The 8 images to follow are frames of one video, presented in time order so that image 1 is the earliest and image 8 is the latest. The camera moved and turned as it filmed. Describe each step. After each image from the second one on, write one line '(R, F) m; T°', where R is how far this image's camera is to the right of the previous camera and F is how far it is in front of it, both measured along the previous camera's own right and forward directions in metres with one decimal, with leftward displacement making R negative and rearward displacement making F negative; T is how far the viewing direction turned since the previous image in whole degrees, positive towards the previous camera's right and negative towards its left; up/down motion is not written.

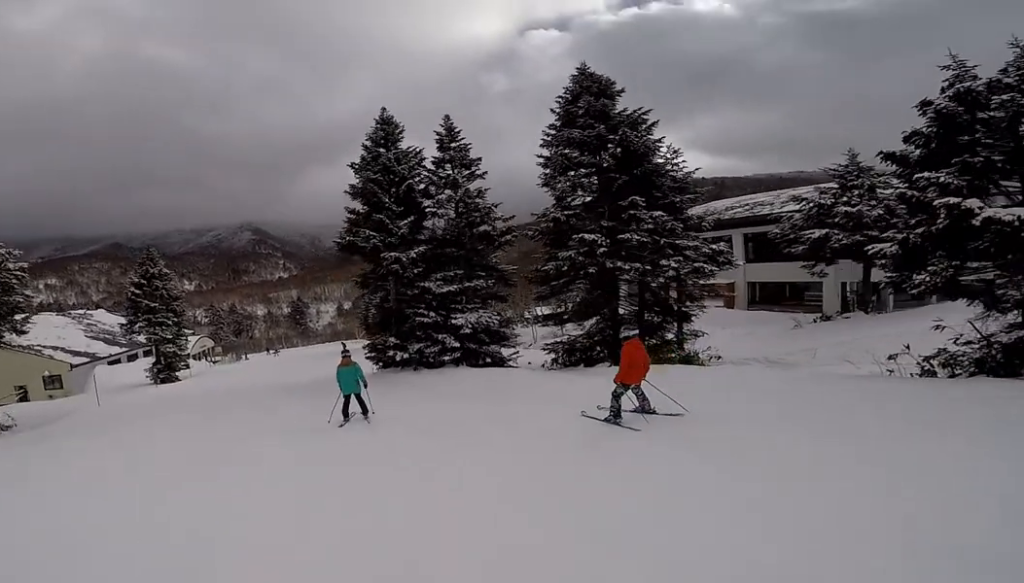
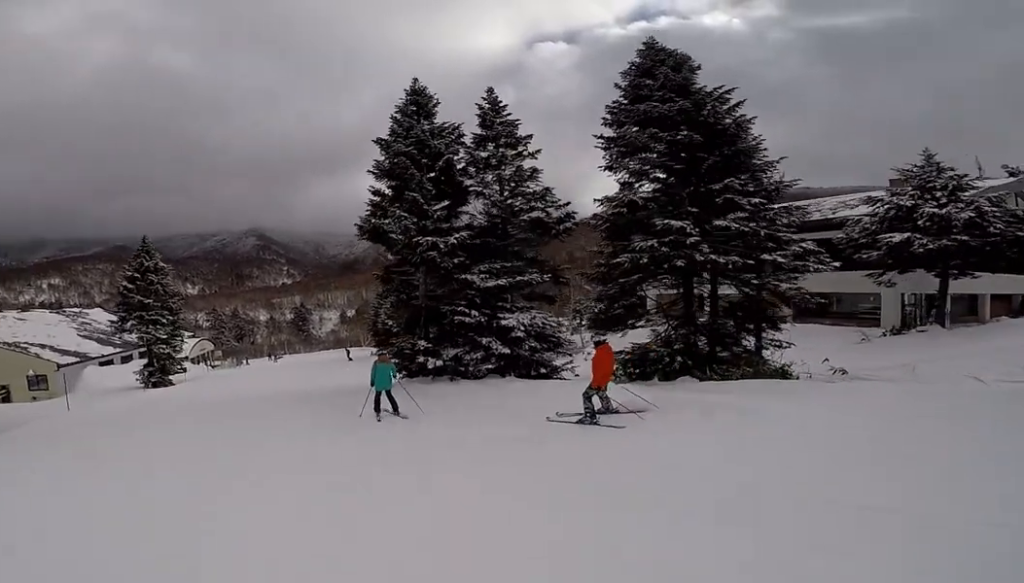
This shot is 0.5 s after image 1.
(-0.2, +3.6) m; -6°
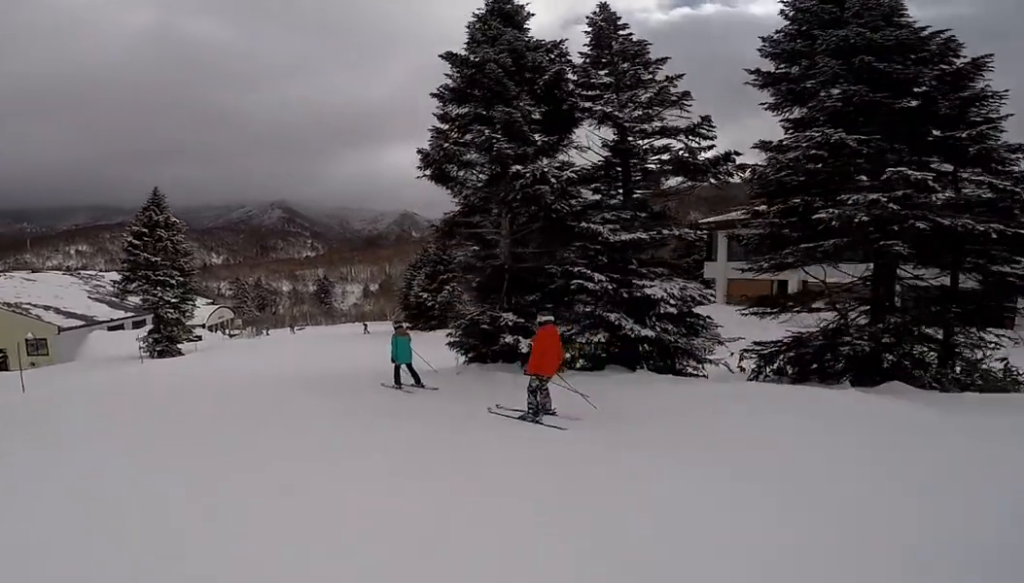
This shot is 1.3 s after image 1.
(-0.3, +4.7) m; -4°
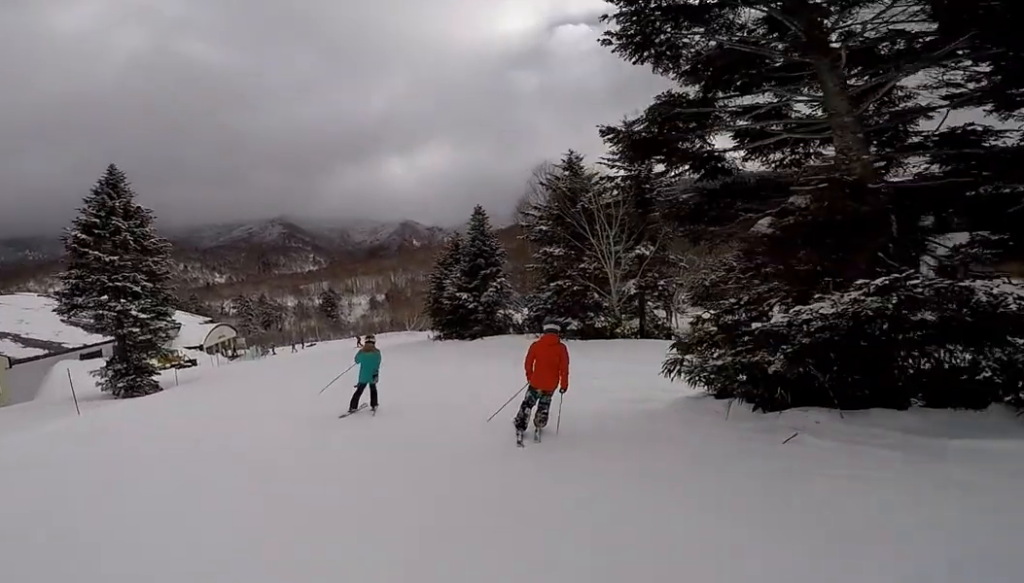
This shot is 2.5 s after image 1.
(0.0, +8.4) m; +14°
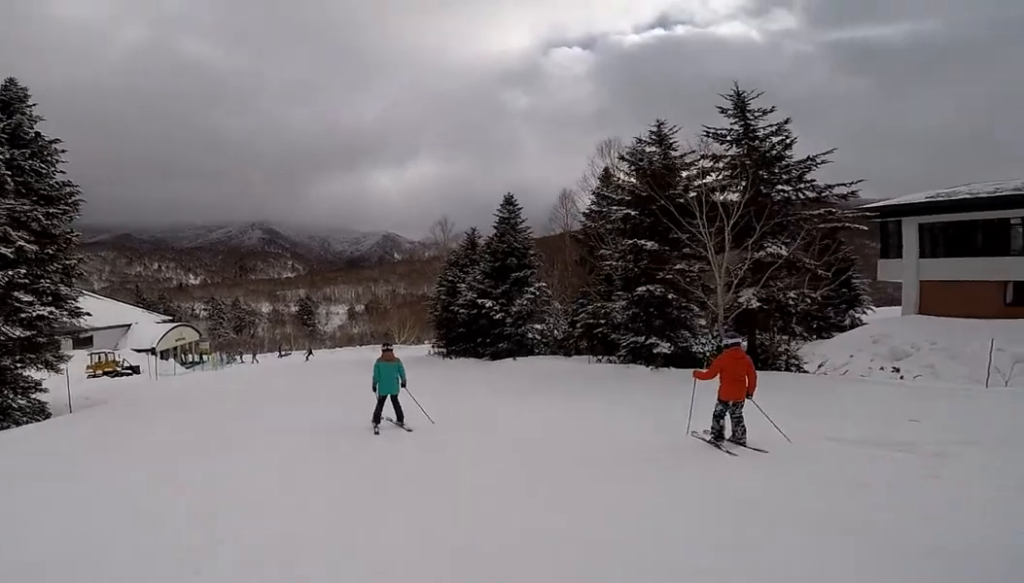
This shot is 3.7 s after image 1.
(+1.9, +7.7) m; +14°
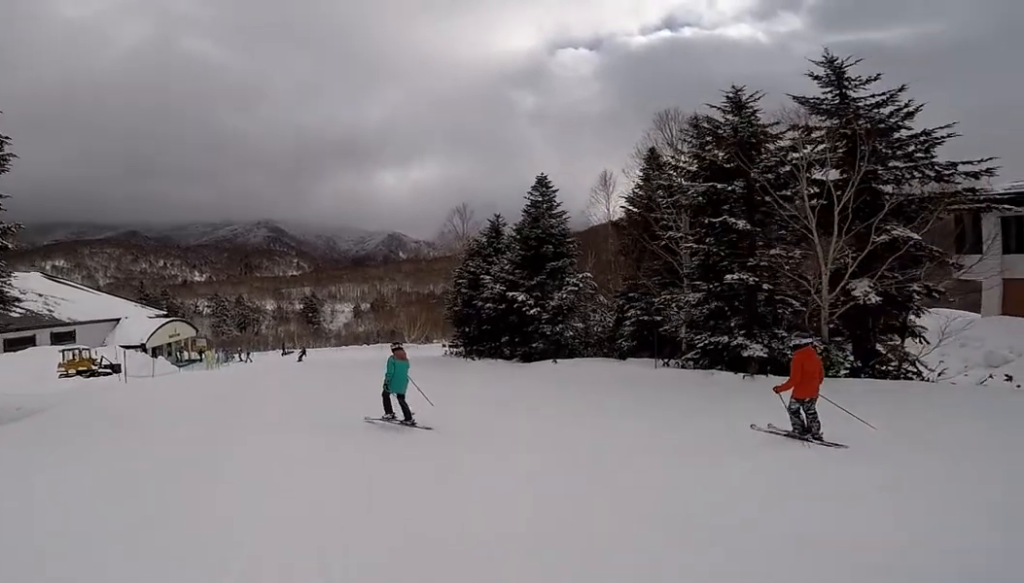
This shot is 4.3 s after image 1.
(-0.1, +3.6) m; -8°
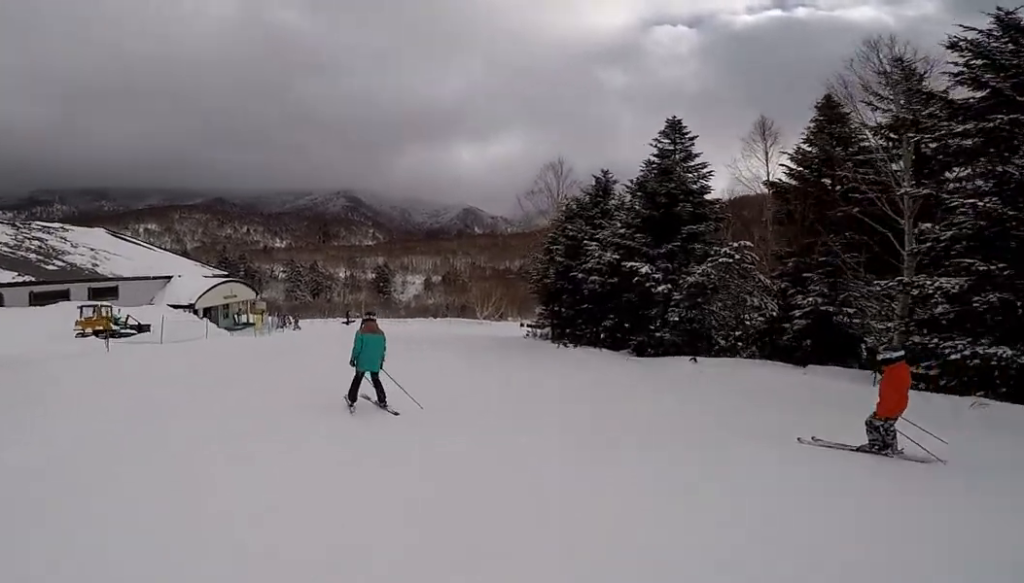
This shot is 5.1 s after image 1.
(-0.5, +4.6) m; -18°
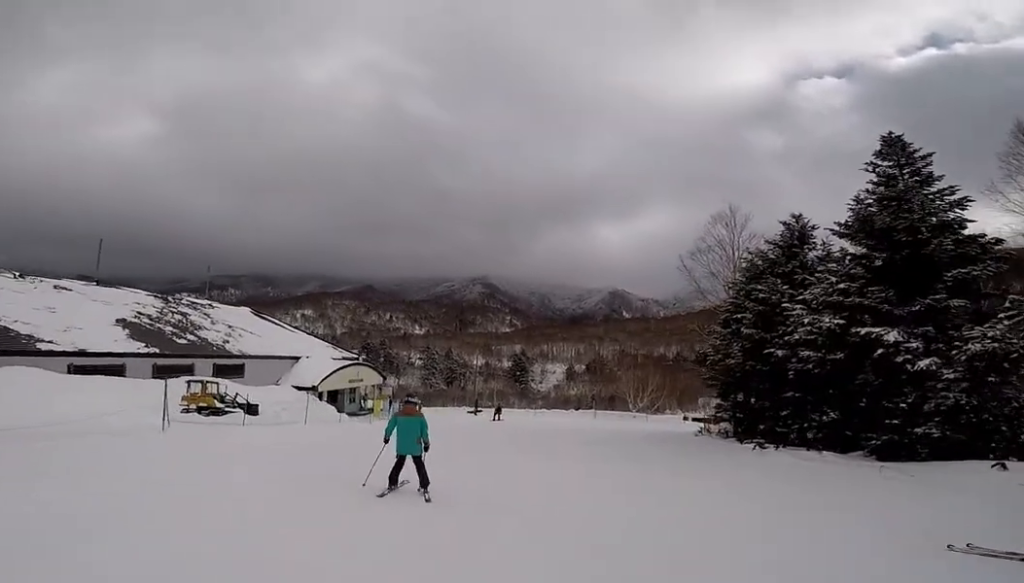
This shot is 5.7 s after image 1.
(-0.7, +3.1) m; -11°
